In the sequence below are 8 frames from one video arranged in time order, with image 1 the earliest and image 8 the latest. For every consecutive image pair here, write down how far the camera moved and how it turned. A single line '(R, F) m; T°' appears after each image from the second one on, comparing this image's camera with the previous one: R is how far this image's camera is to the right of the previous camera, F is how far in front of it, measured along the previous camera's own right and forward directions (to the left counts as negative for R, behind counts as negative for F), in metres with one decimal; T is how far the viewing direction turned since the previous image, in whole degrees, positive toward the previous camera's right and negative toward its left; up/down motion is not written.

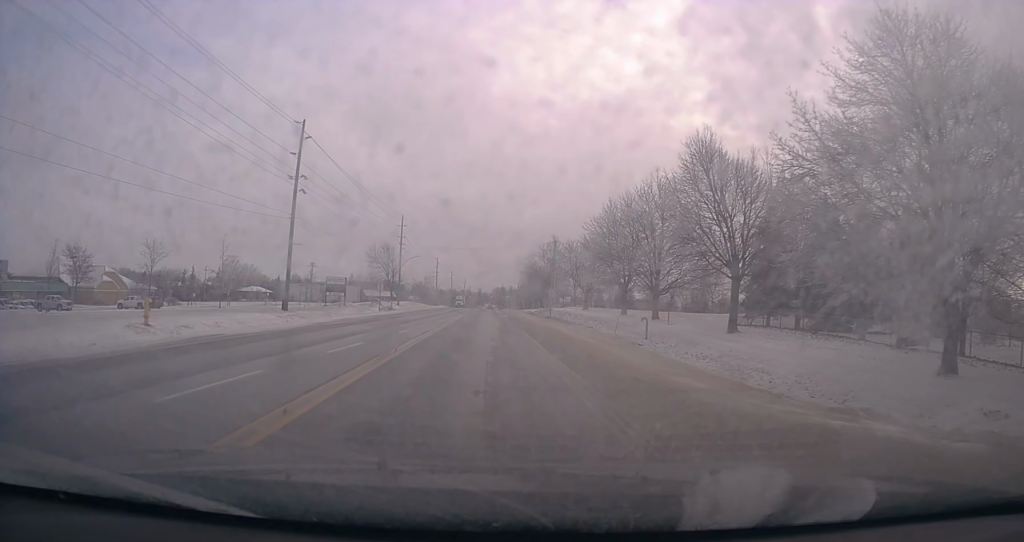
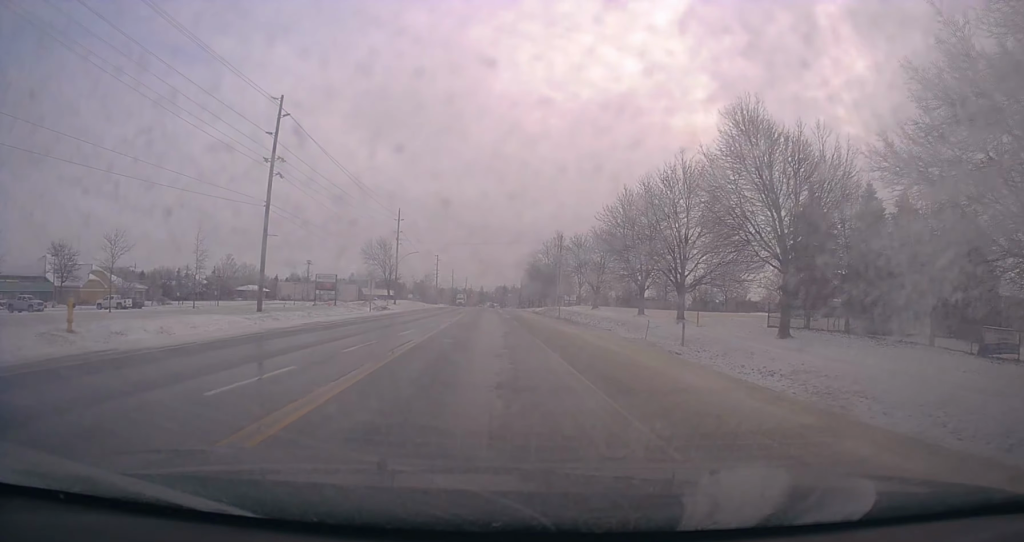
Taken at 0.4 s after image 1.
(0.0, +6.1) m; 0°
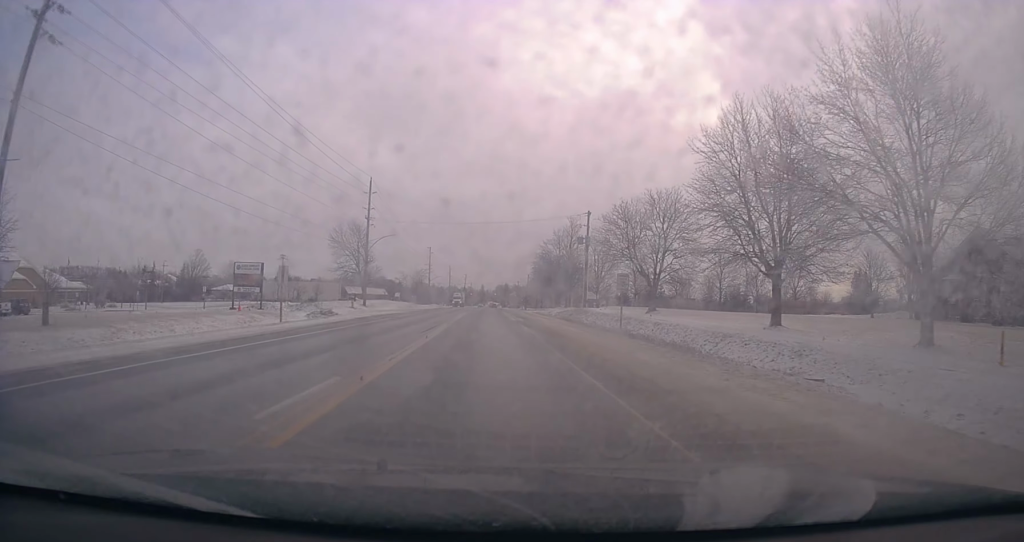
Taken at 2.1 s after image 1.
(0.0, +24.7) m; 0°
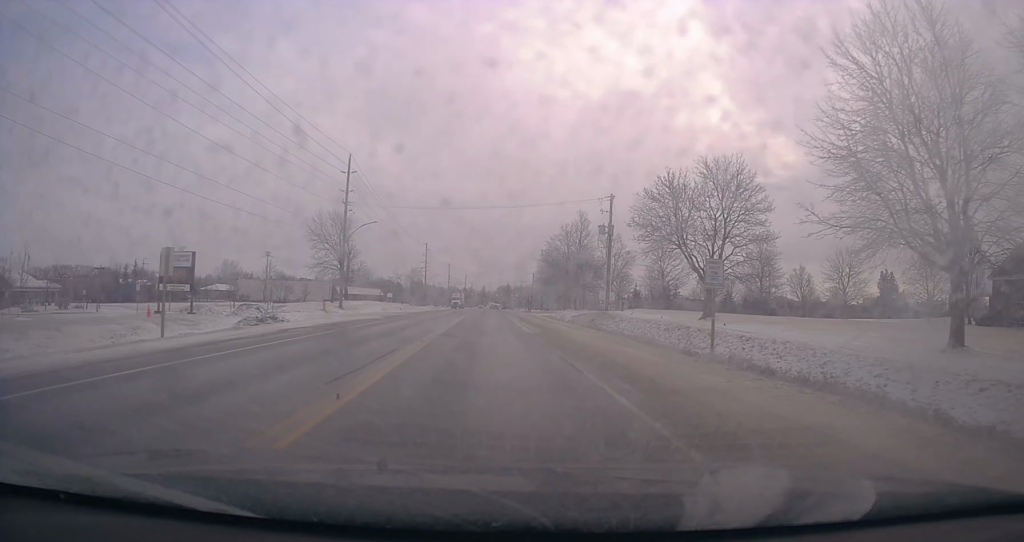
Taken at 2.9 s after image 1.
(+0.1, +12.1) m; +2°
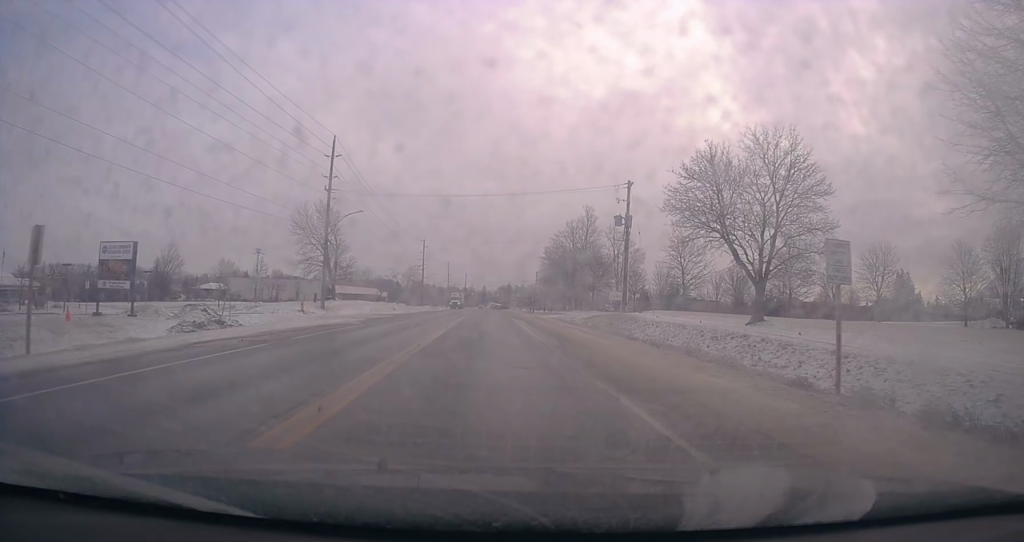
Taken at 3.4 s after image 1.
(+0.1, +6.7) m; 0°
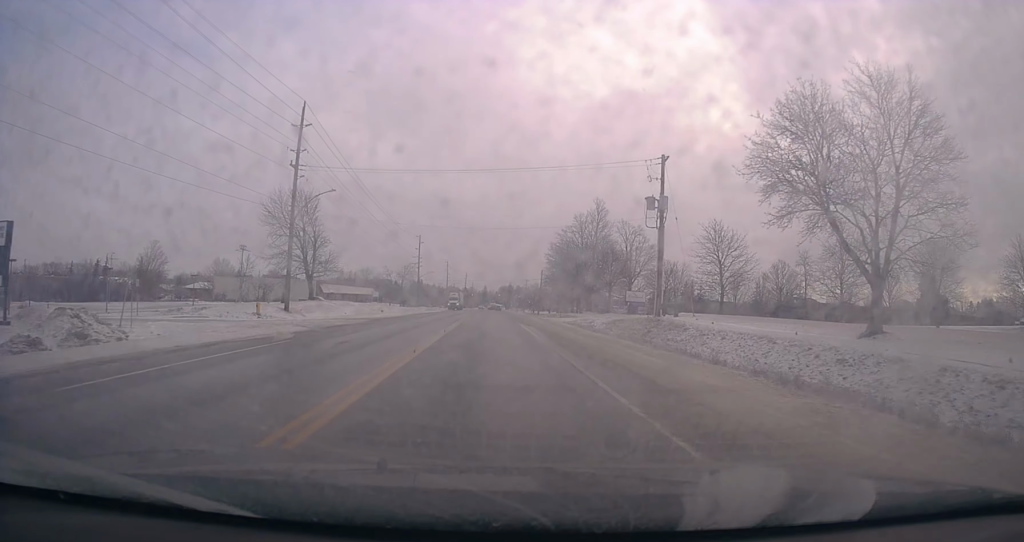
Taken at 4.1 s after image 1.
(+0.2, +10.2) m; 0°
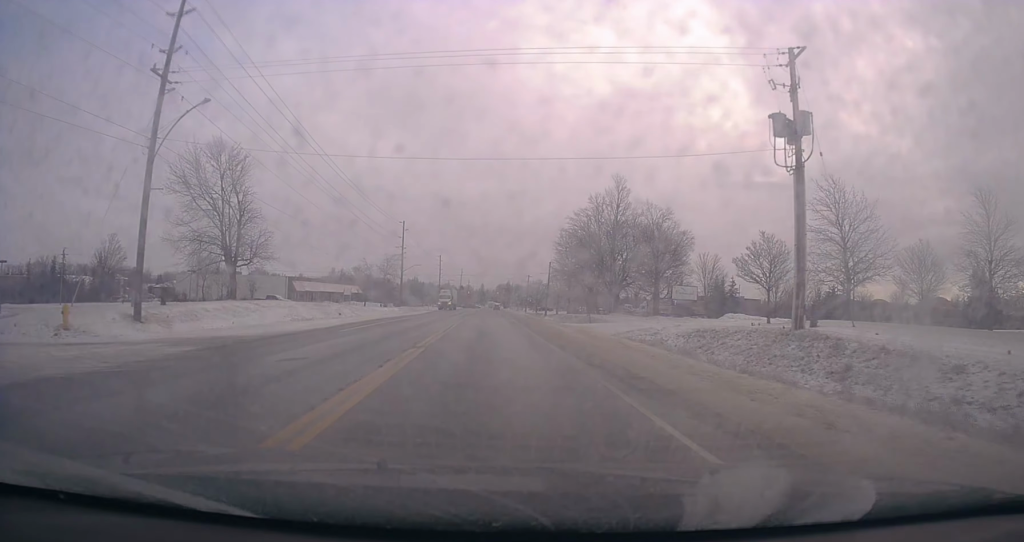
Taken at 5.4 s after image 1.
(-0.5, +19.6) m; -2°
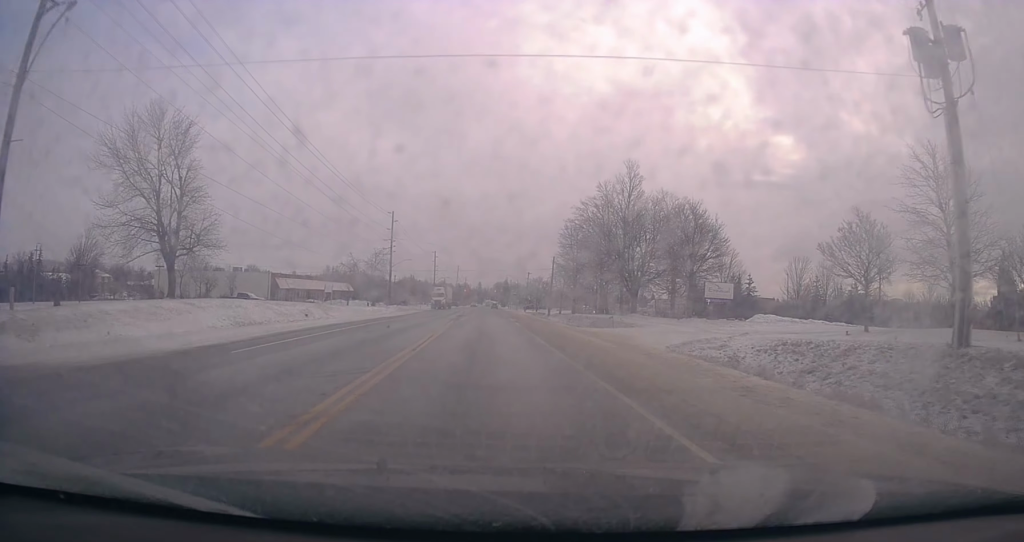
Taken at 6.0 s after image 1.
(0.0, +8.8) m; 0°
